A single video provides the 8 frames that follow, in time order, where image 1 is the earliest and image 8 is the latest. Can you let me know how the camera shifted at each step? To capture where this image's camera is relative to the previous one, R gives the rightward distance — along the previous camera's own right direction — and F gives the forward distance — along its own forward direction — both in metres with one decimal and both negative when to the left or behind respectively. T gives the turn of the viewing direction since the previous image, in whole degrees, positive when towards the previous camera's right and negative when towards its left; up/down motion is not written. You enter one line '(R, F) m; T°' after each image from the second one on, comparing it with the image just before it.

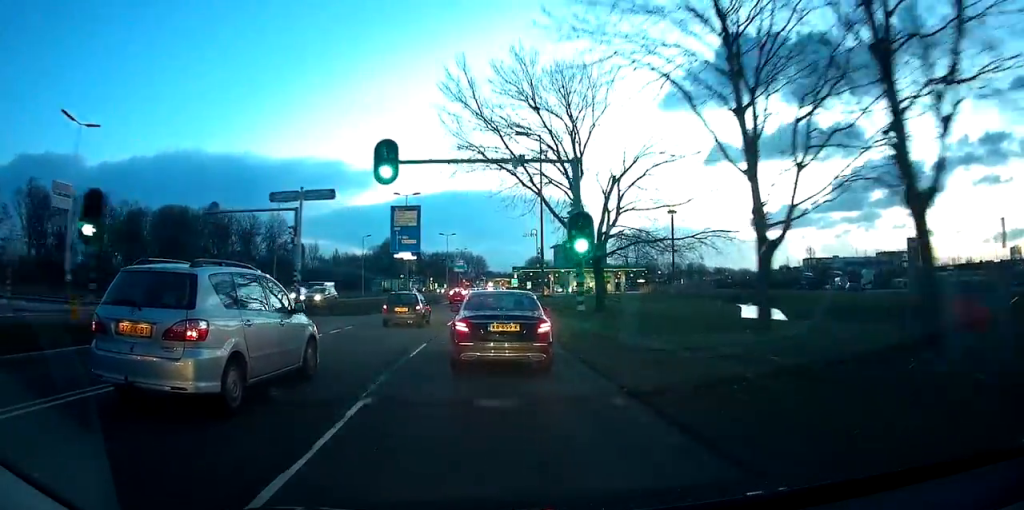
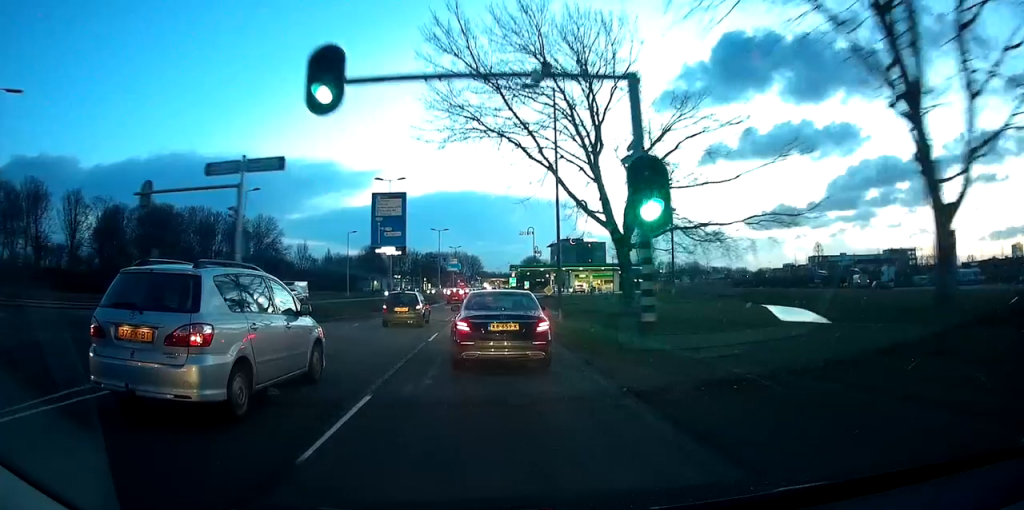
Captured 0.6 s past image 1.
(+0.1, +8.1) m; 0°
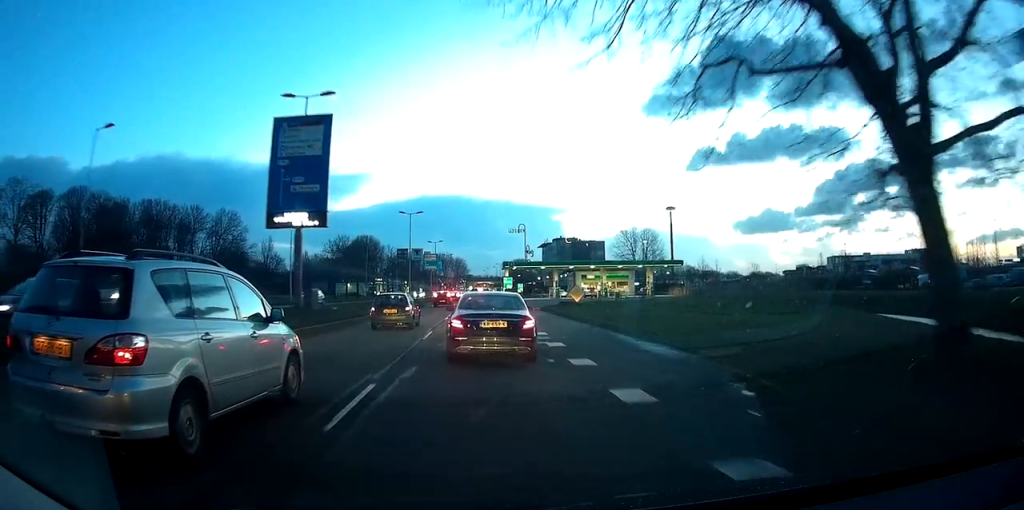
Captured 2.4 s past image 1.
(+0.8, +22.9) m; +4°
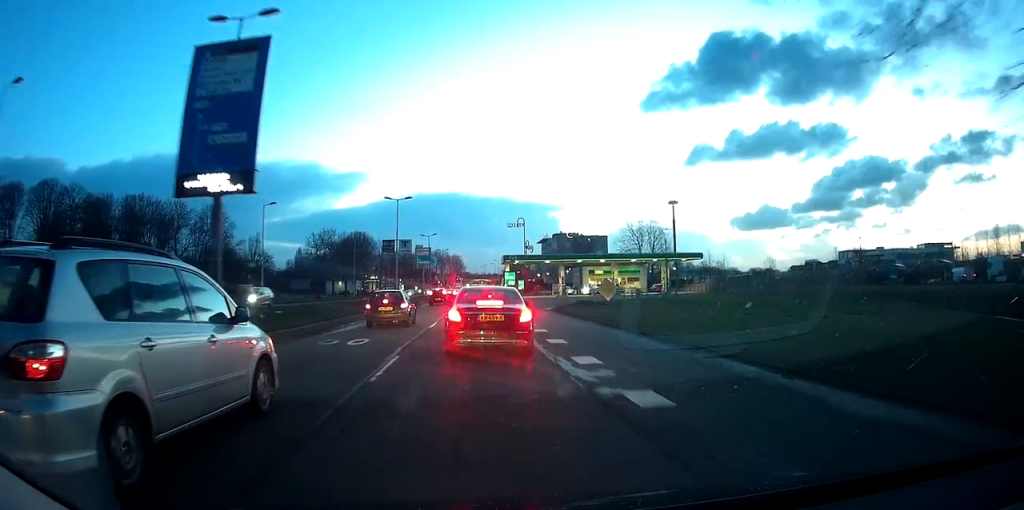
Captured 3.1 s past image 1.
(-0.3, +8.8) m; -2°
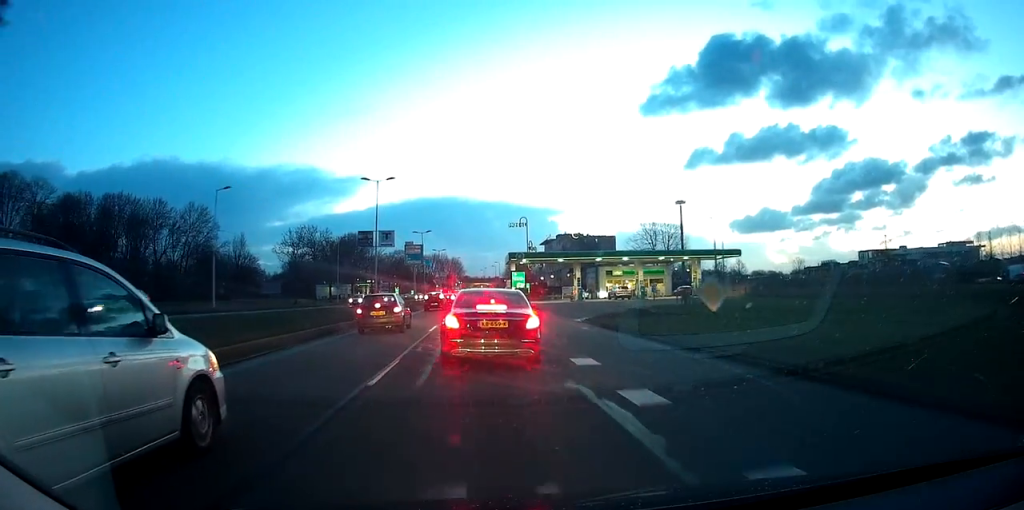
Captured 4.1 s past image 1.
(-0.2, +11.8) m; 0°
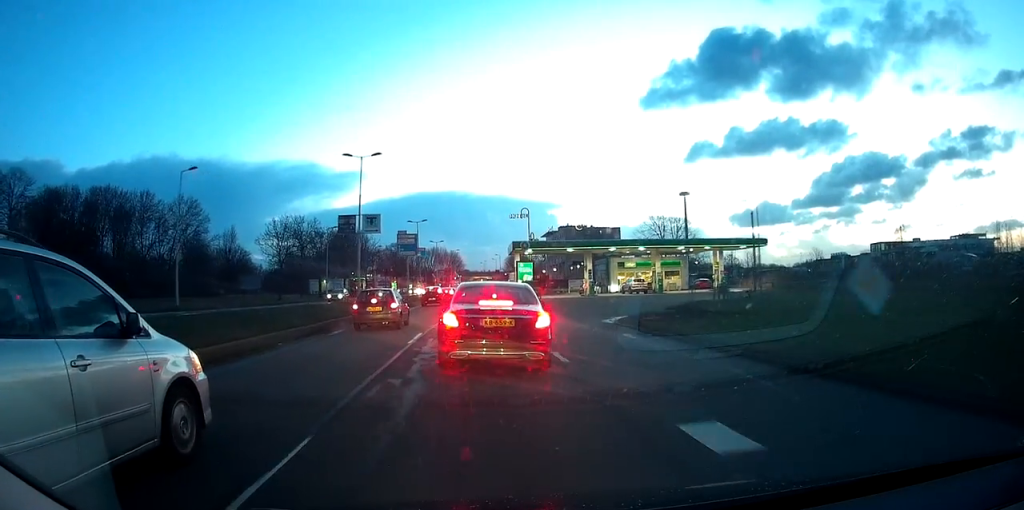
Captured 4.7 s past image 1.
(0.0, +6.5) m; 0°
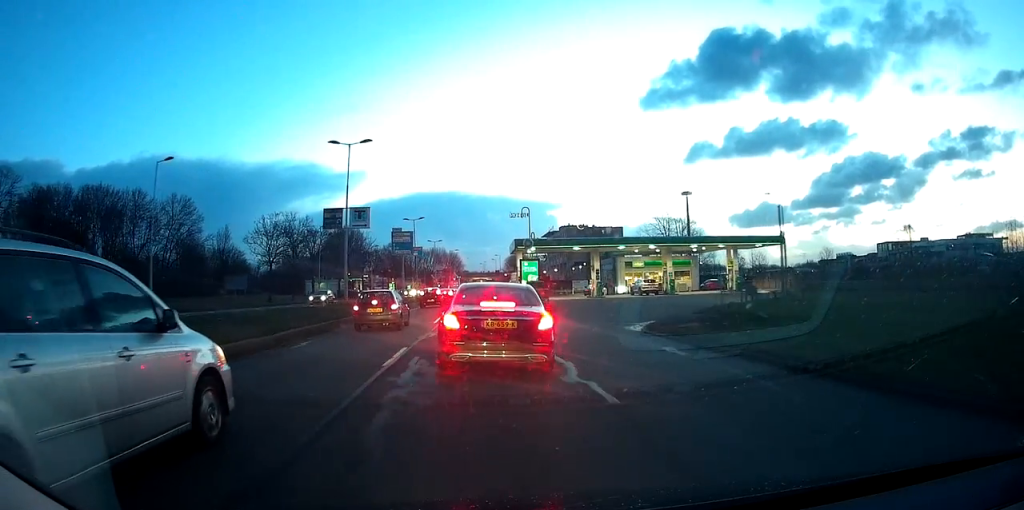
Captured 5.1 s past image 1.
(+0.1, +4.3) m; 0°
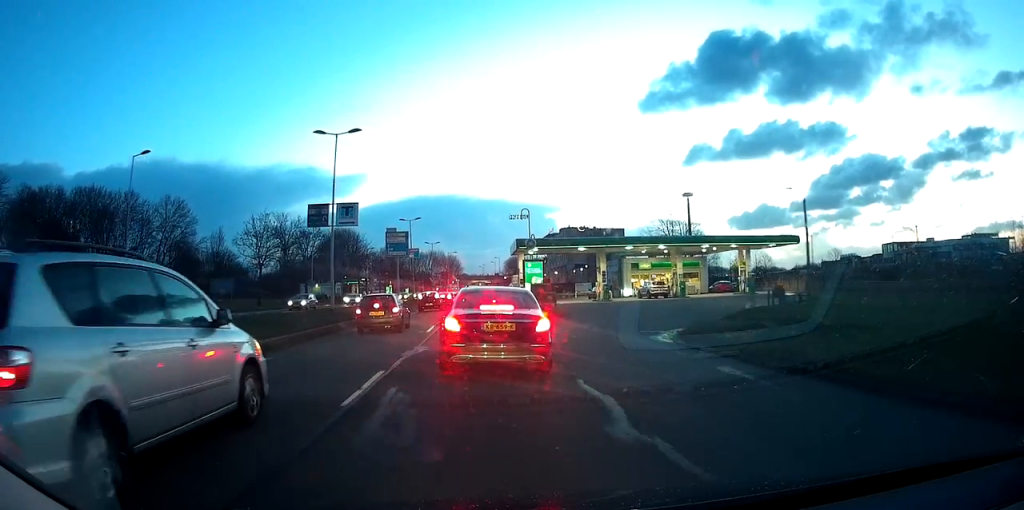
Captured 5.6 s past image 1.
(0.0, +3.8) m; 0°
